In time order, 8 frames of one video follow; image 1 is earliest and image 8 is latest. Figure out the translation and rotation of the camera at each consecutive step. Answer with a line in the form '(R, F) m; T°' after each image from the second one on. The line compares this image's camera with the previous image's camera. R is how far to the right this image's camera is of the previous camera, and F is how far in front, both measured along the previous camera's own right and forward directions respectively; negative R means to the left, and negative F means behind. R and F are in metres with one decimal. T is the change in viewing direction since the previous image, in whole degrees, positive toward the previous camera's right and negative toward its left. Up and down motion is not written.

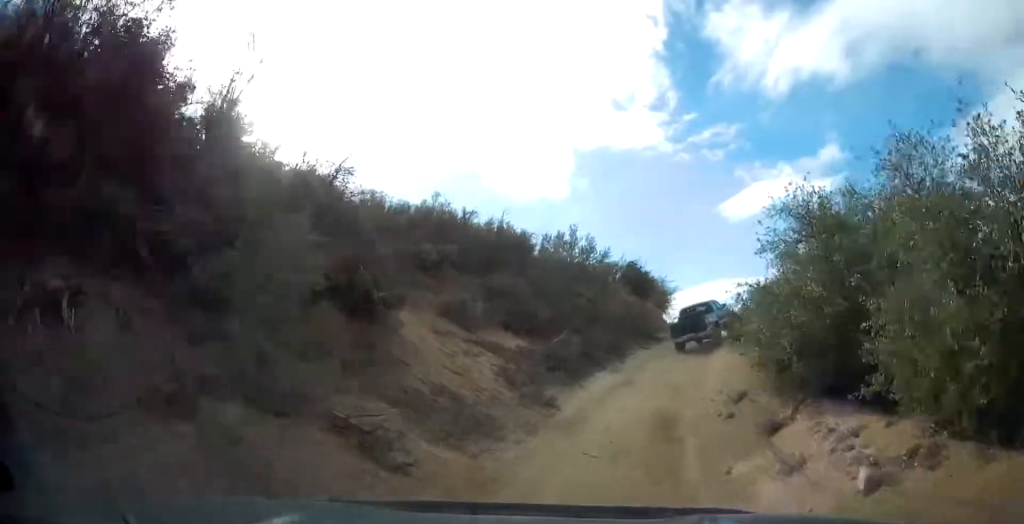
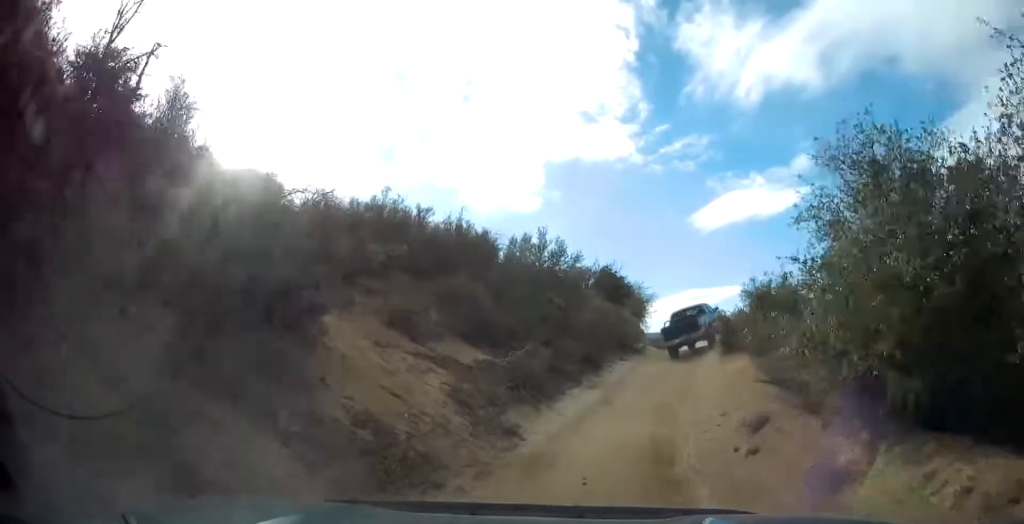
(+0.2, +2.6) m; +1°
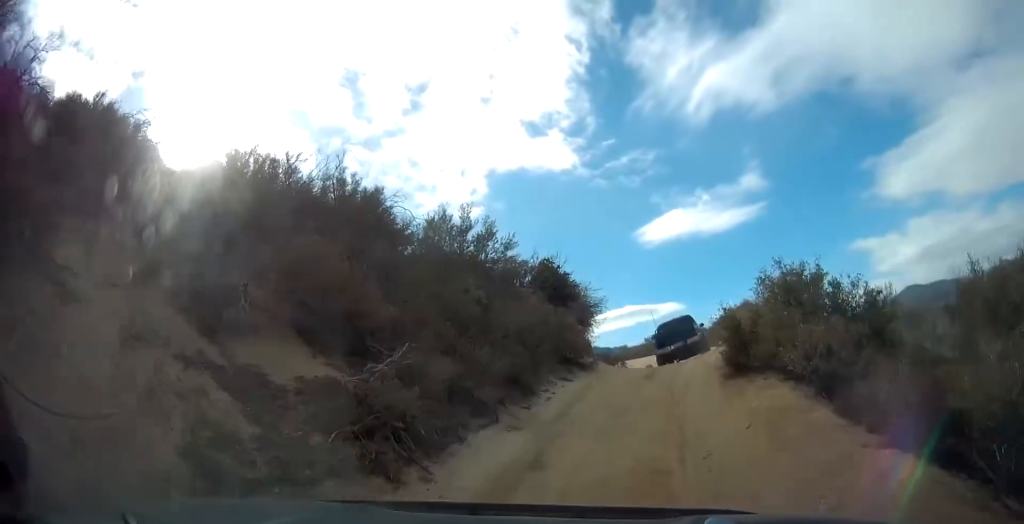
(-0.1, +6.6) m; +4°
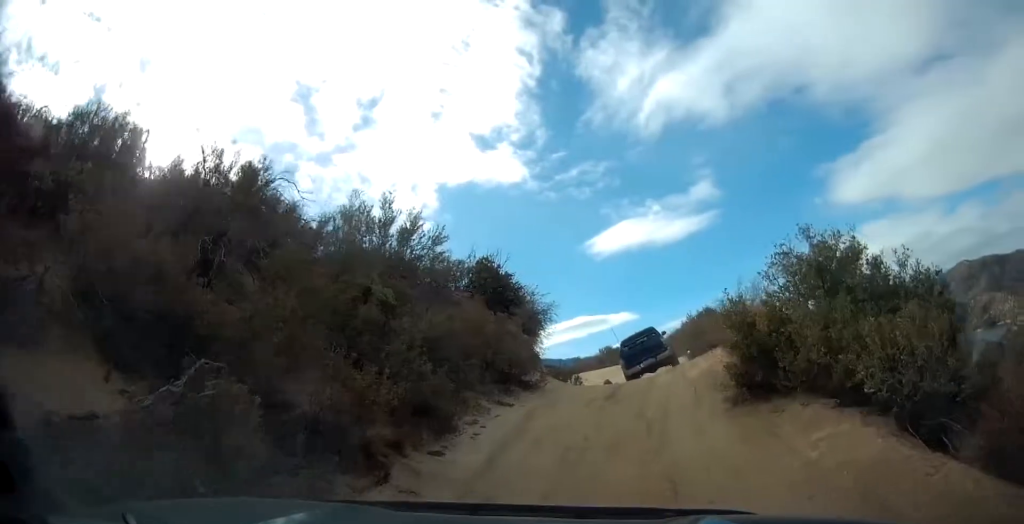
(+0.2, +3.9) m; +7°
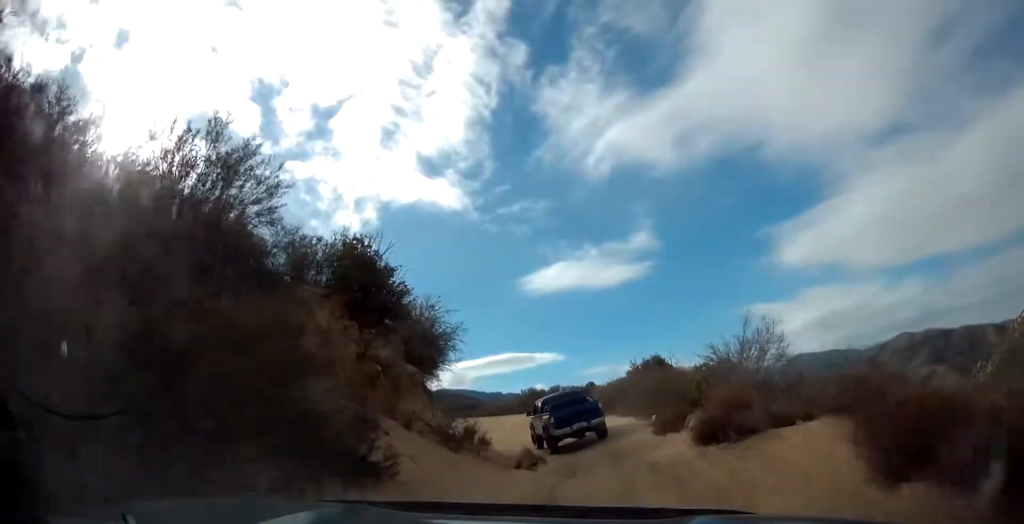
(+0.5, +8.2) m; +5°
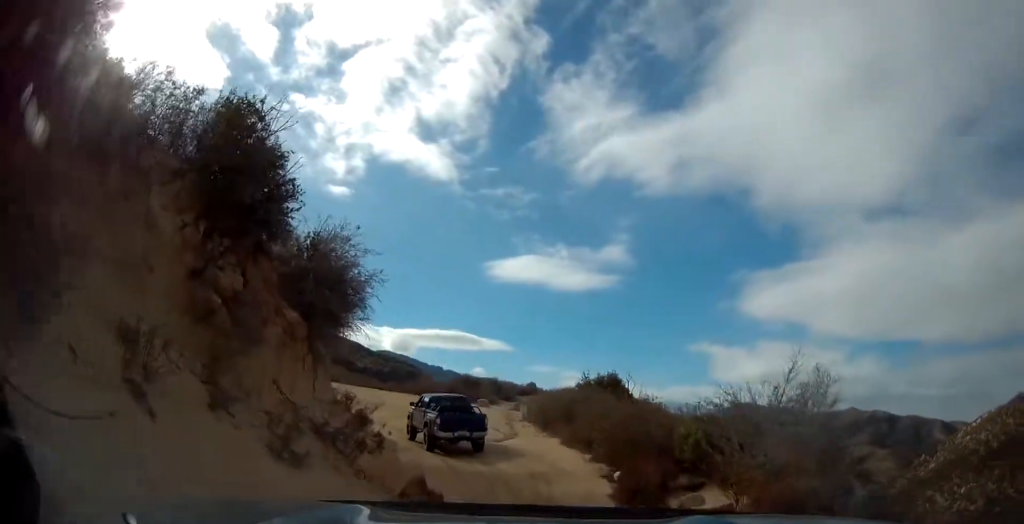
(+0.2, +5.8) m; 0°
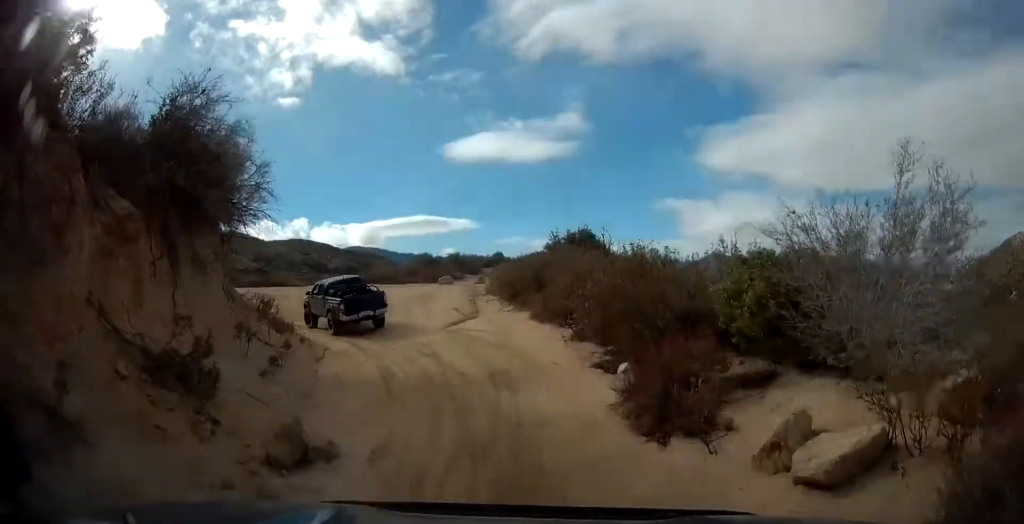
(0.0, +4.3) m; +5°
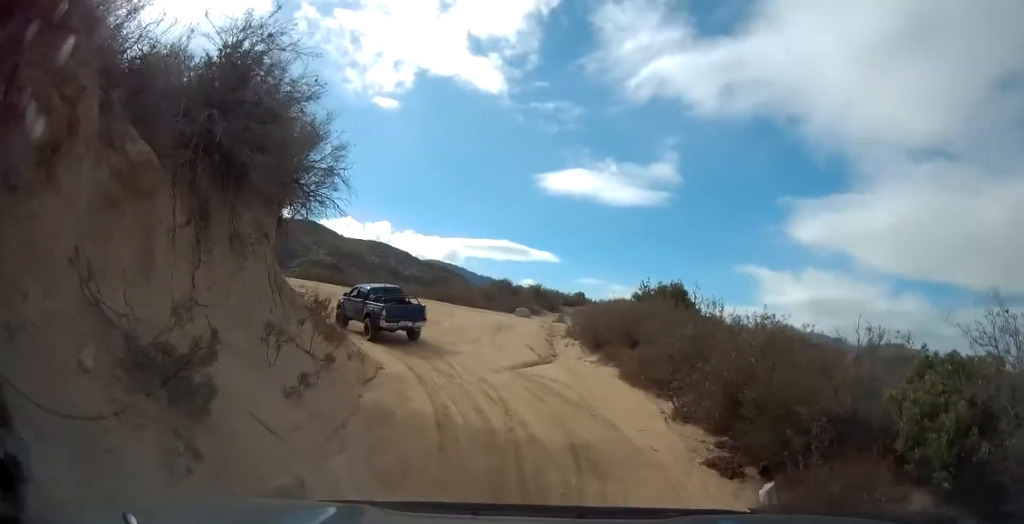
(+0.1, +2.1) m; +3°
